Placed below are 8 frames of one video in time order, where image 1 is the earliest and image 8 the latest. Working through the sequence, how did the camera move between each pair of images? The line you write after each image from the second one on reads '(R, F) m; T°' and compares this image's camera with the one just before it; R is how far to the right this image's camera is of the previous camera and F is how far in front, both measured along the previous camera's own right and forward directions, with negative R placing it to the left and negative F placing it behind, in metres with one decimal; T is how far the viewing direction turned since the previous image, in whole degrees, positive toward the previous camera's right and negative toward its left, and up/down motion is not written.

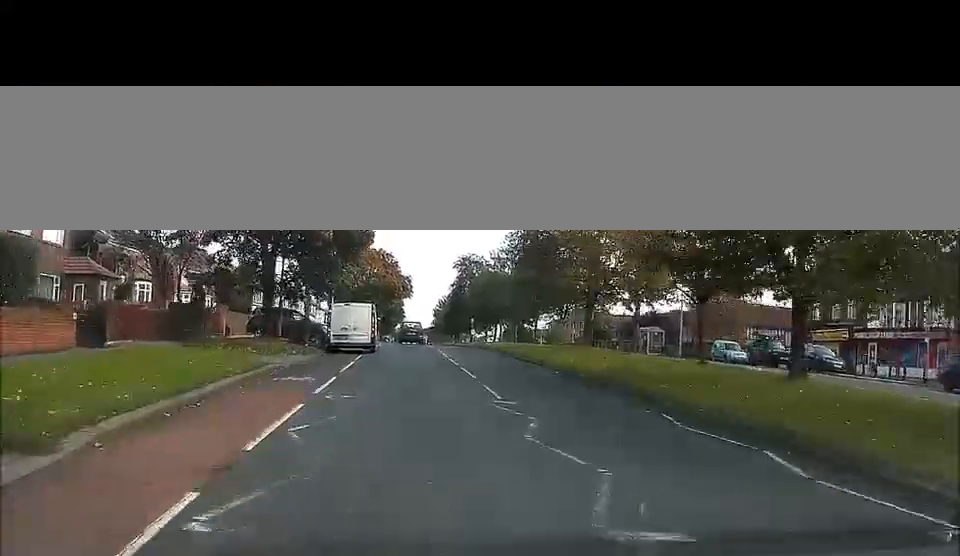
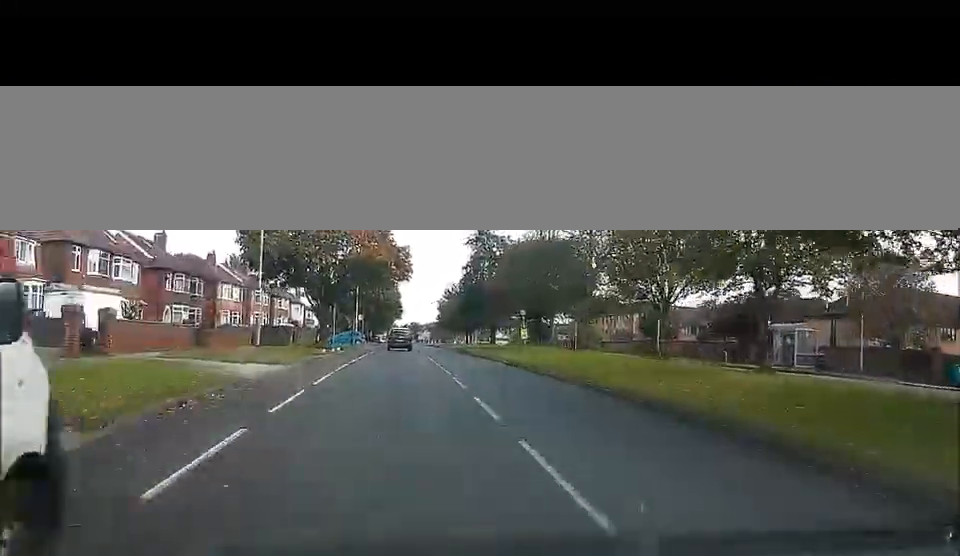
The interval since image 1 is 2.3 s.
(-0.1, +32.4) m; -1°
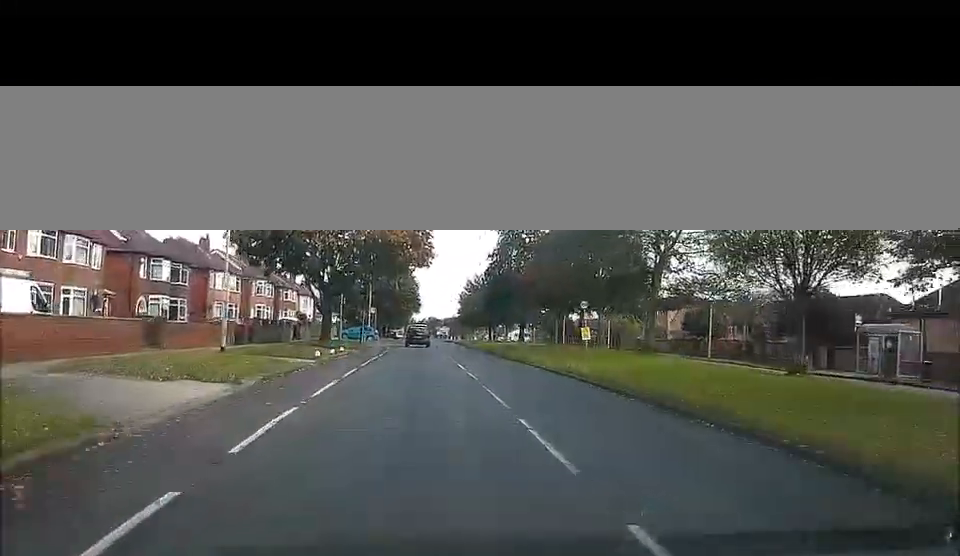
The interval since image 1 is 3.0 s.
(-0.1, +9.7) m; 0°
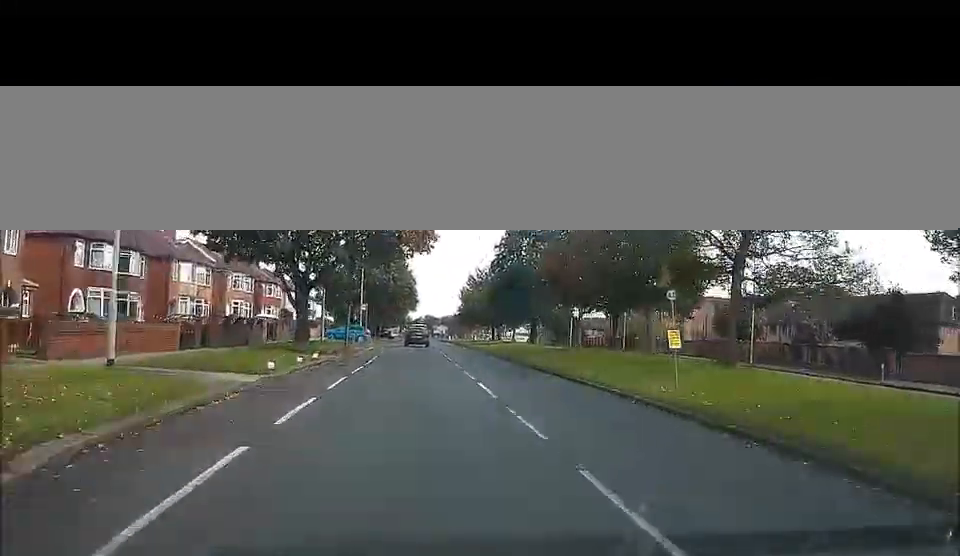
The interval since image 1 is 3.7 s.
(0.0, +9.8) m; 0°
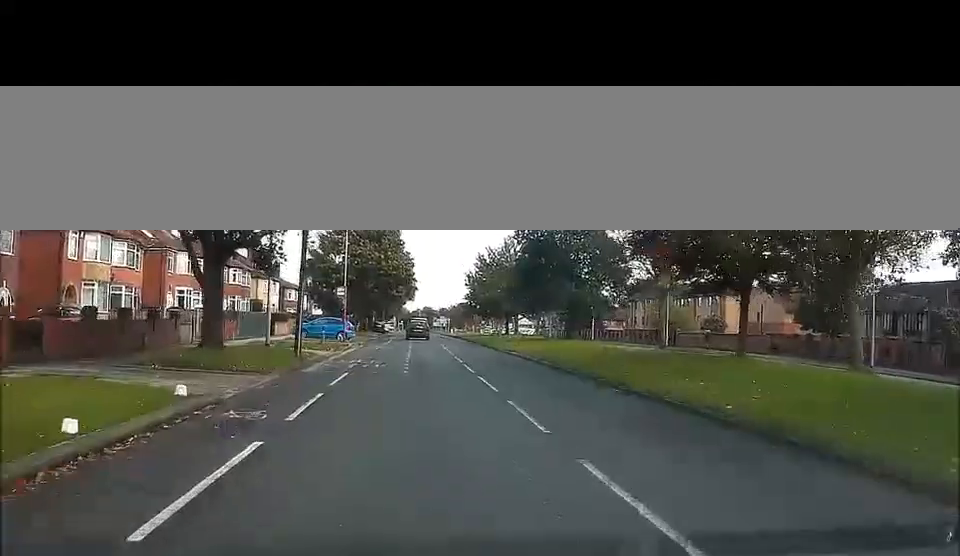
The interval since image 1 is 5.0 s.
(0.0, +17.6) m; 0°
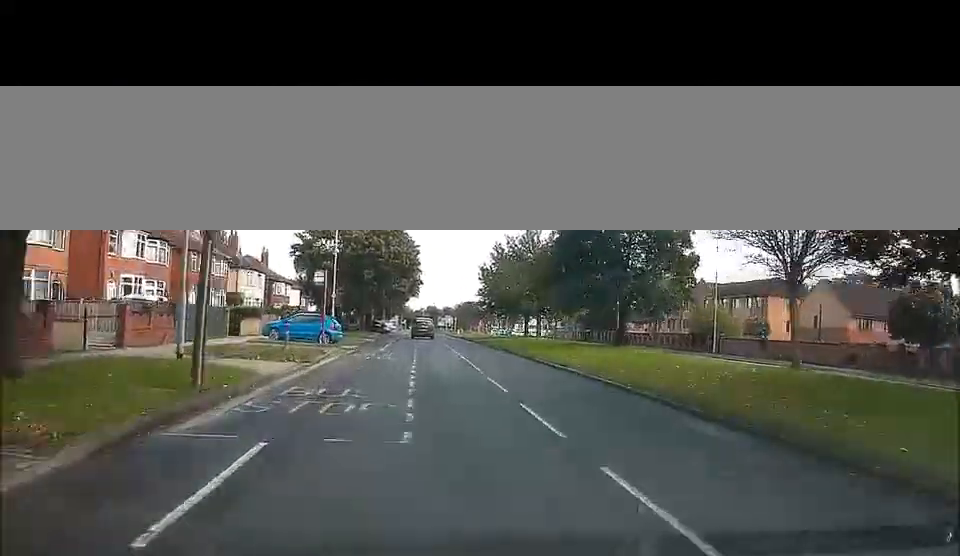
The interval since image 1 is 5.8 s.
(0.0, +12.1) m; 0°
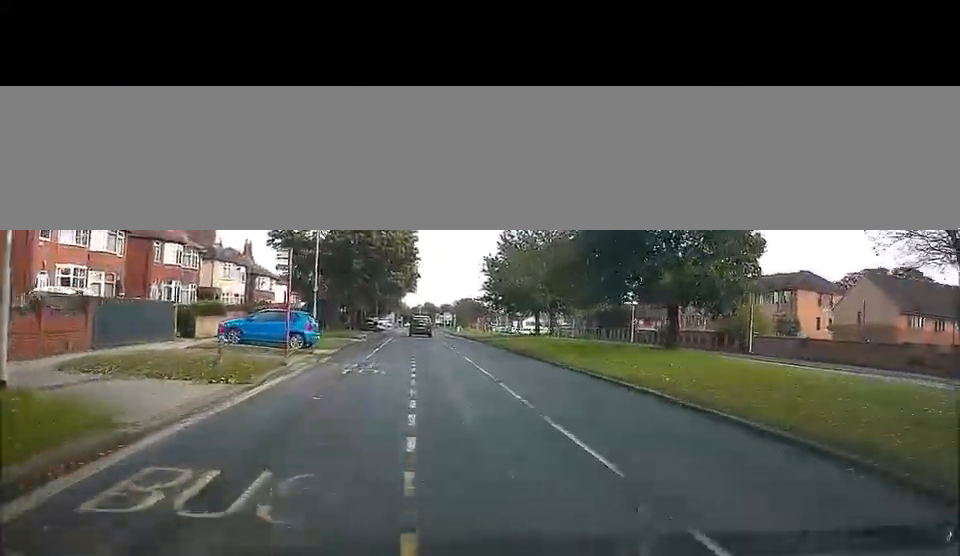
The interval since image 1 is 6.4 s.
(0.0, +8.4) m; 0°
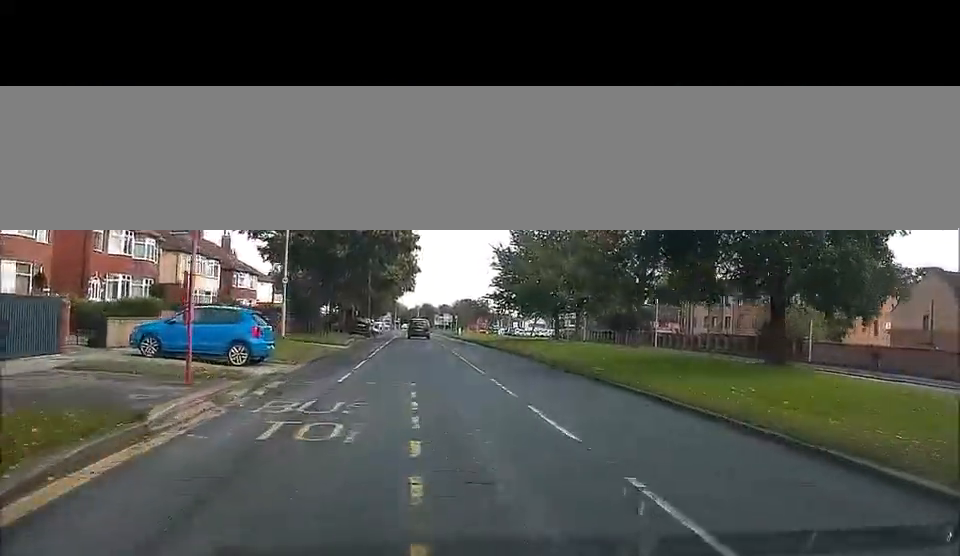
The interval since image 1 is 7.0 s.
(0.0, +10.1) m; 0°
